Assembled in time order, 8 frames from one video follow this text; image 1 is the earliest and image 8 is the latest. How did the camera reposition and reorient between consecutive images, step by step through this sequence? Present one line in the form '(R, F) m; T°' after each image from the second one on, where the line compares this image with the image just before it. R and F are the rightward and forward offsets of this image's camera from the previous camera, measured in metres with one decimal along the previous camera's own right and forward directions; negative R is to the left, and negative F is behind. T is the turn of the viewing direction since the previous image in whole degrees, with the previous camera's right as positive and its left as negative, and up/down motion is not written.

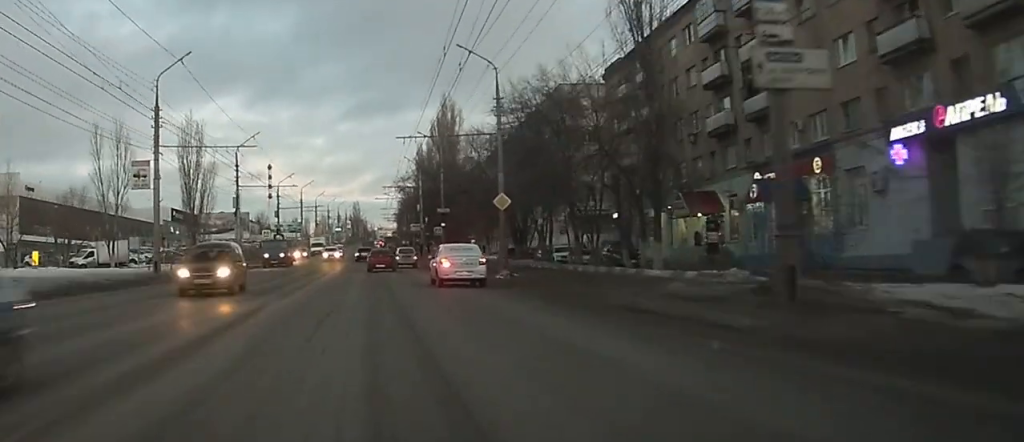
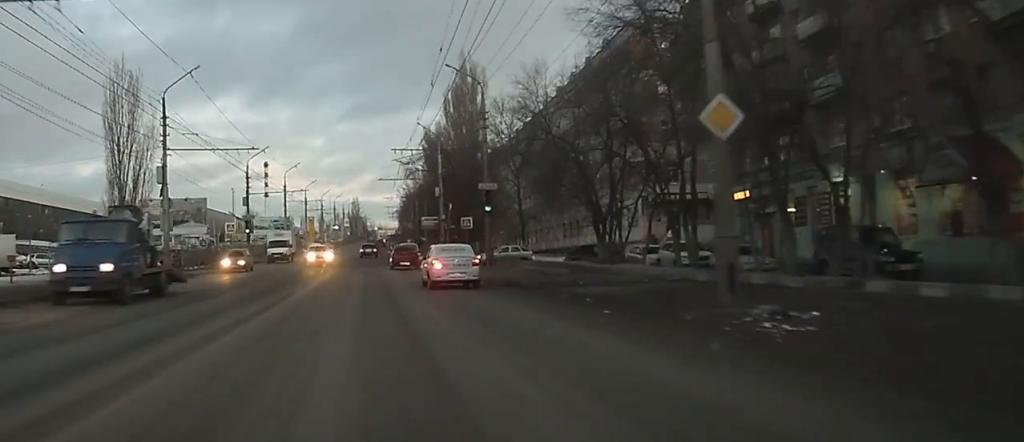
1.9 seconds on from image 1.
(-0.3, +27.0) m; -1°
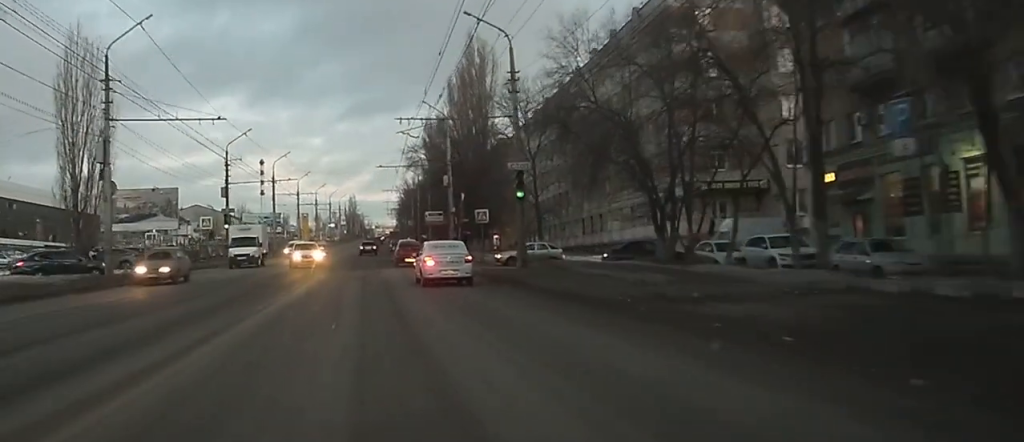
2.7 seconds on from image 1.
(0.0, +10.4) m; 0°
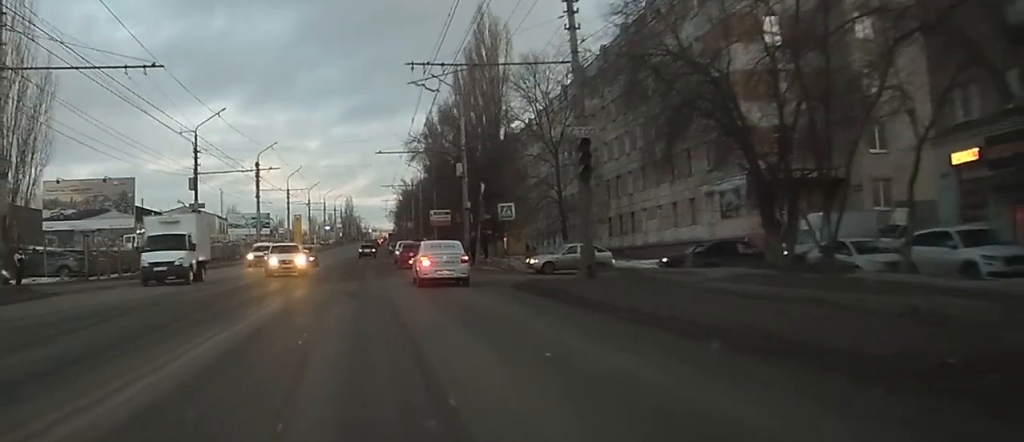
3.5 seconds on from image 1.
(0.0, +11.3) m; 0°
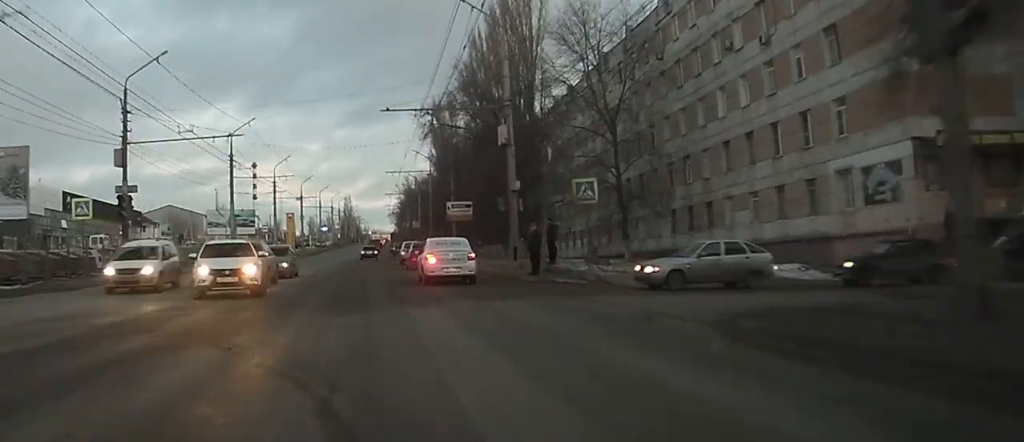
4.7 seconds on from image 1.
(0.0, +17.1) m; 0°
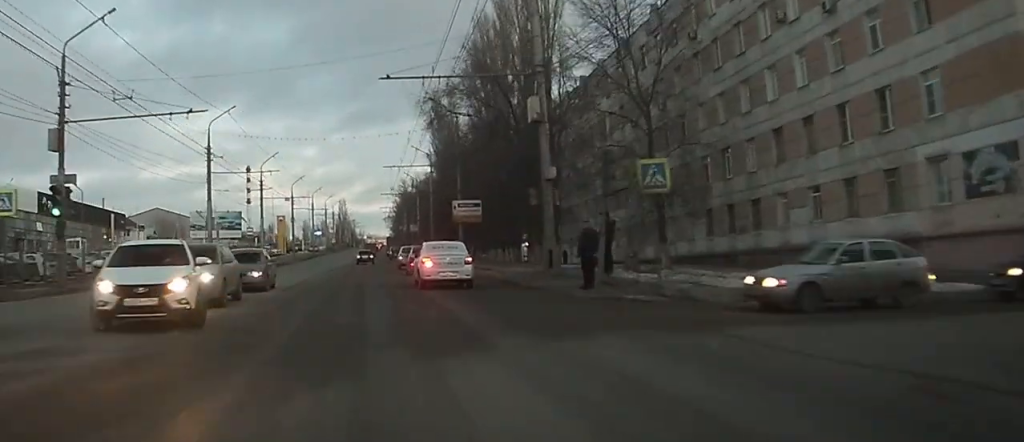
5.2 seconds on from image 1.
(0.0, +8.1) m; 0°
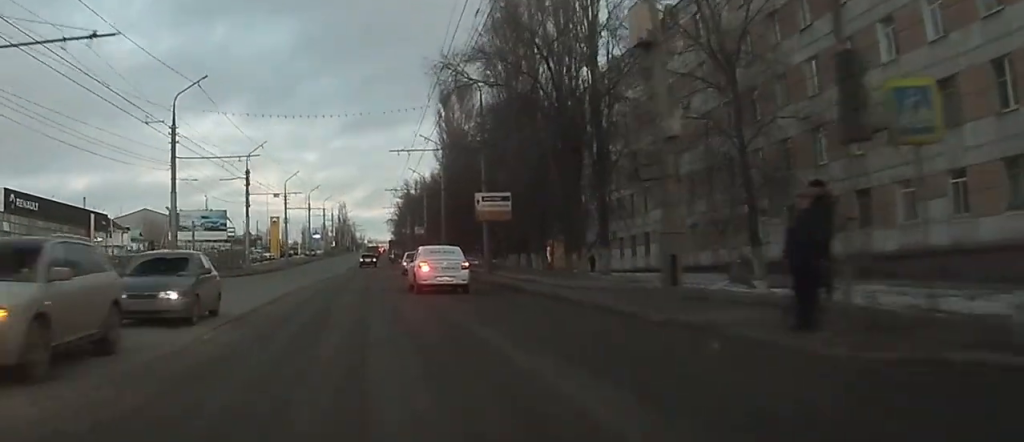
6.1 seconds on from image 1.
(+0.1, +12.1) m; +1°
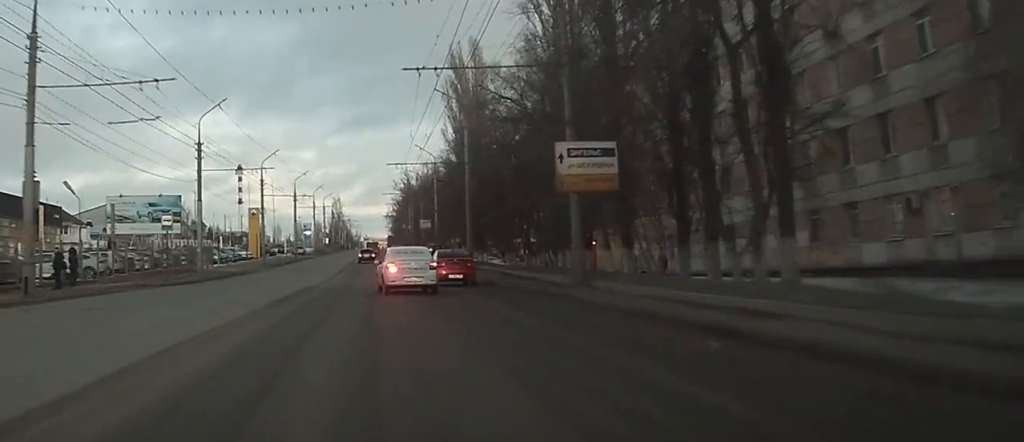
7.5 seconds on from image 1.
(+0.2, +21.1) m; 0°
